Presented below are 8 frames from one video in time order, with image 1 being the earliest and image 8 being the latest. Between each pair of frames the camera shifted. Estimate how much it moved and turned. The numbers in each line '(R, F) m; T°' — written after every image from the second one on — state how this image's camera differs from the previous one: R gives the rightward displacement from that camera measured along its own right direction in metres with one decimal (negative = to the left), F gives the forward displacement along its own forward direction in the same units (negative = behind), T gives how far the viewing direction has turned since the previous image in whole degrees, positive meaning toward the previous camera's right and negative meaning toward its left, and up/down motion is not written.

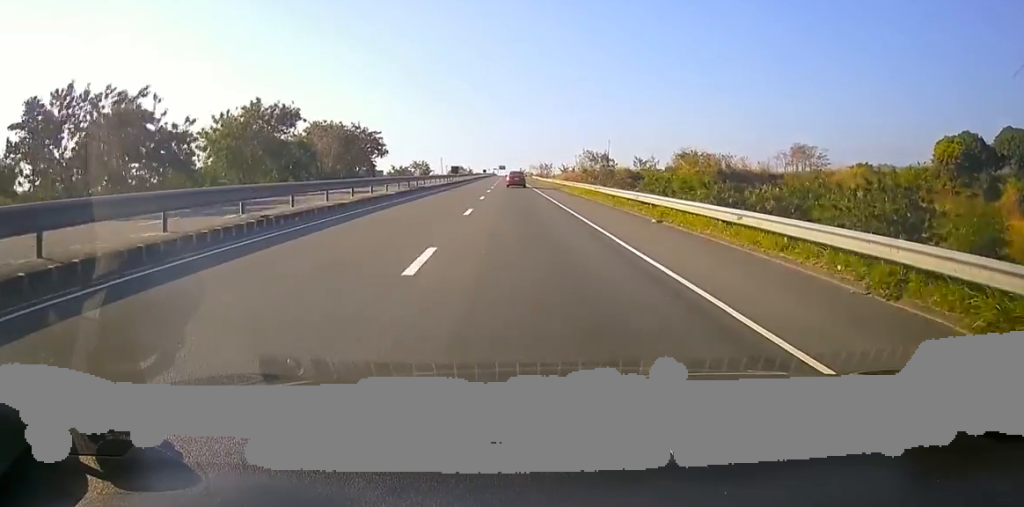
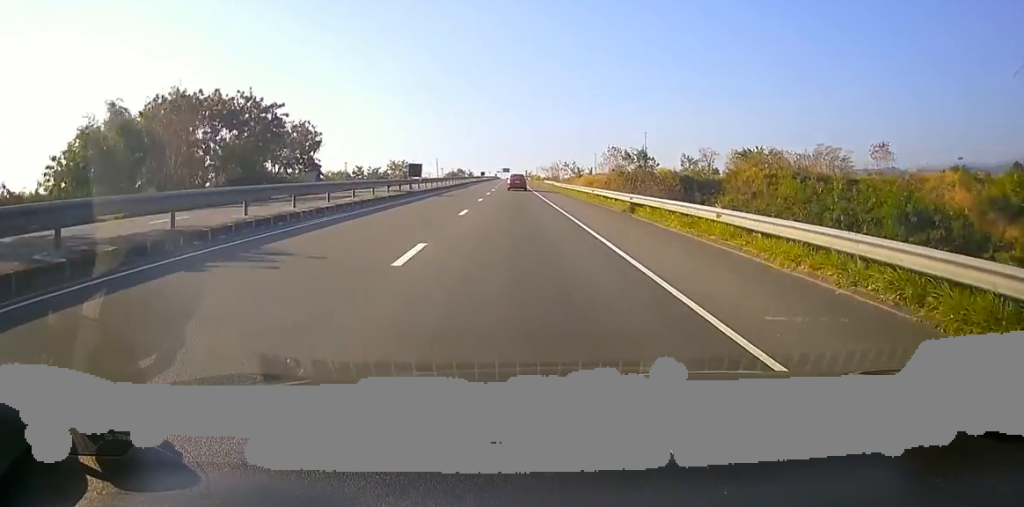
(-0.6, +35.3) m; -2°
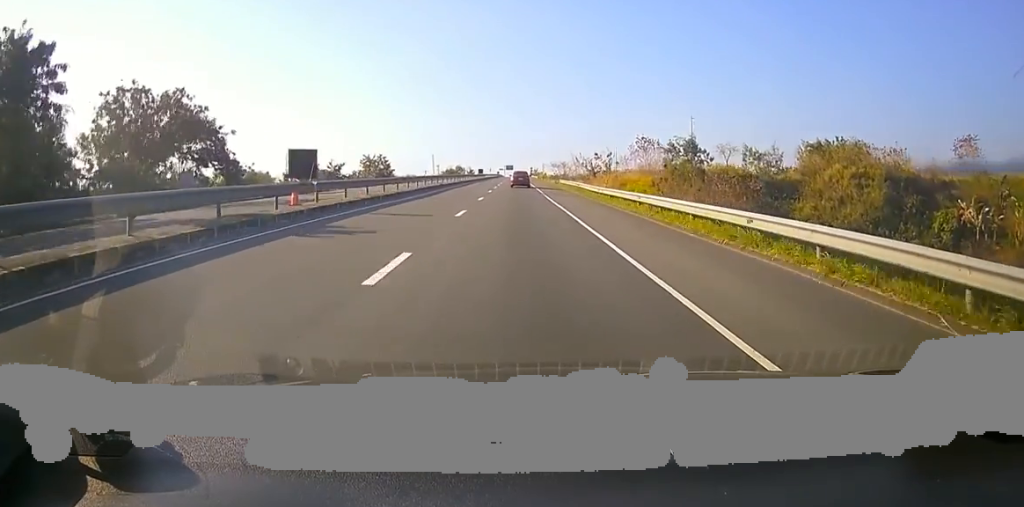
(0.0, +25.6) m; 0°
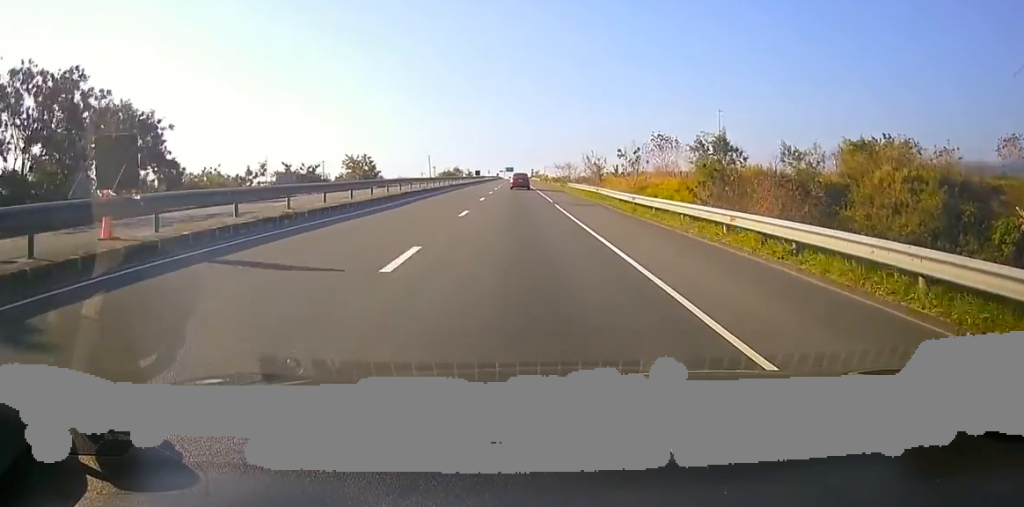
(0.0, +10.9) m; 0°
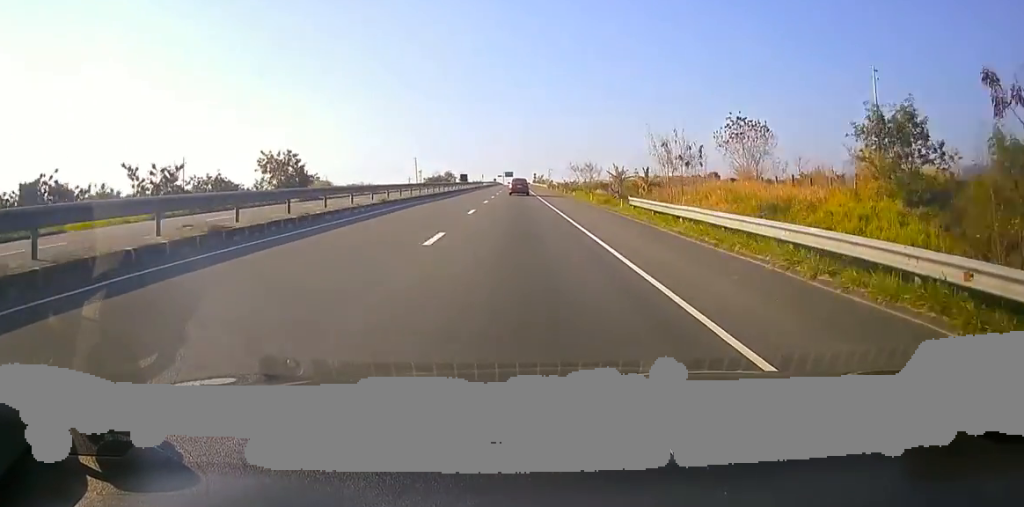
(0.0, +31.8) m; 0°
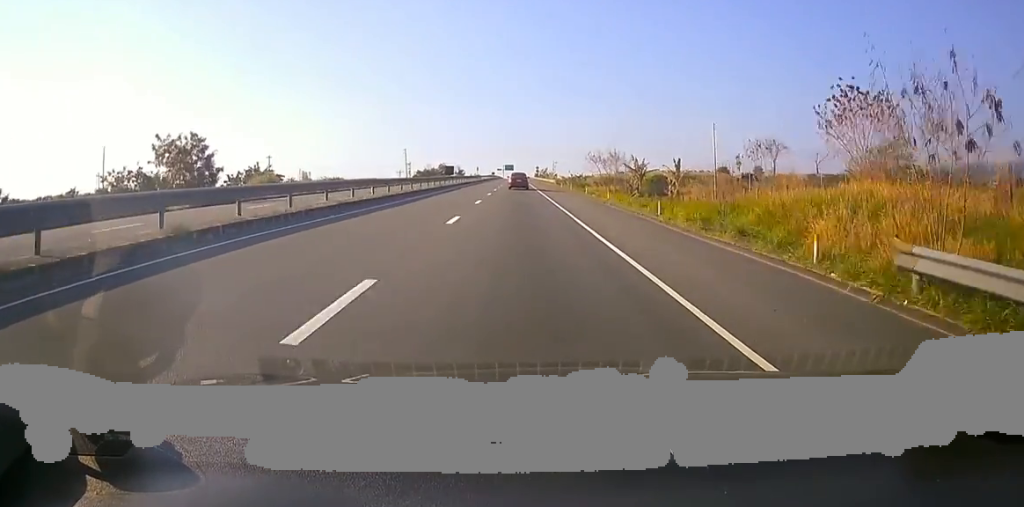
(0.0, +19.9) m; 0°
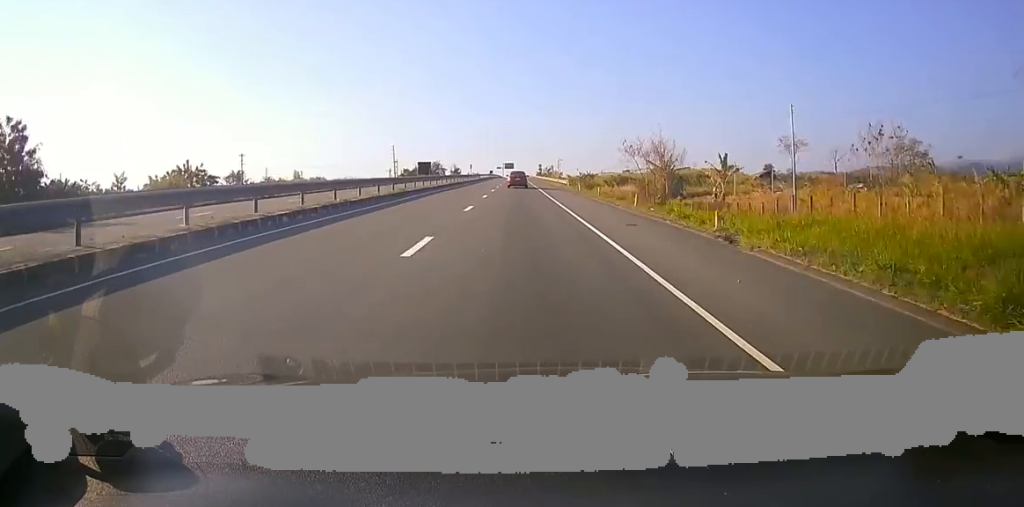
(0.0, +18.8) m; 0°
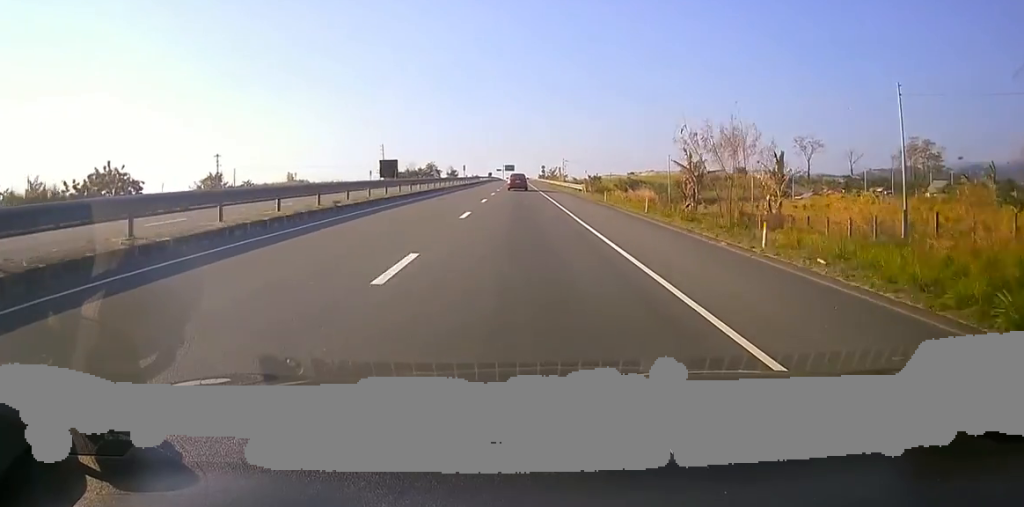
(0.0, +14.3) m; +1°
